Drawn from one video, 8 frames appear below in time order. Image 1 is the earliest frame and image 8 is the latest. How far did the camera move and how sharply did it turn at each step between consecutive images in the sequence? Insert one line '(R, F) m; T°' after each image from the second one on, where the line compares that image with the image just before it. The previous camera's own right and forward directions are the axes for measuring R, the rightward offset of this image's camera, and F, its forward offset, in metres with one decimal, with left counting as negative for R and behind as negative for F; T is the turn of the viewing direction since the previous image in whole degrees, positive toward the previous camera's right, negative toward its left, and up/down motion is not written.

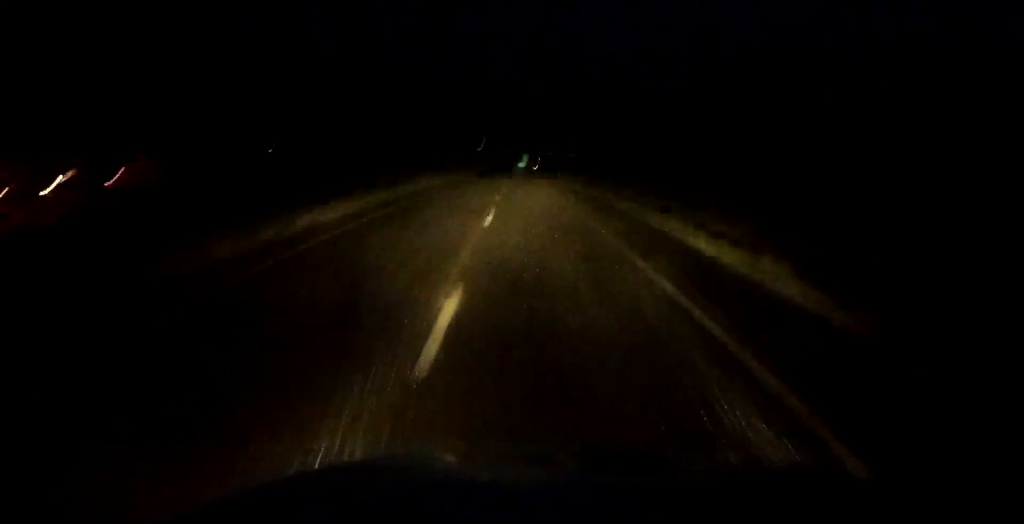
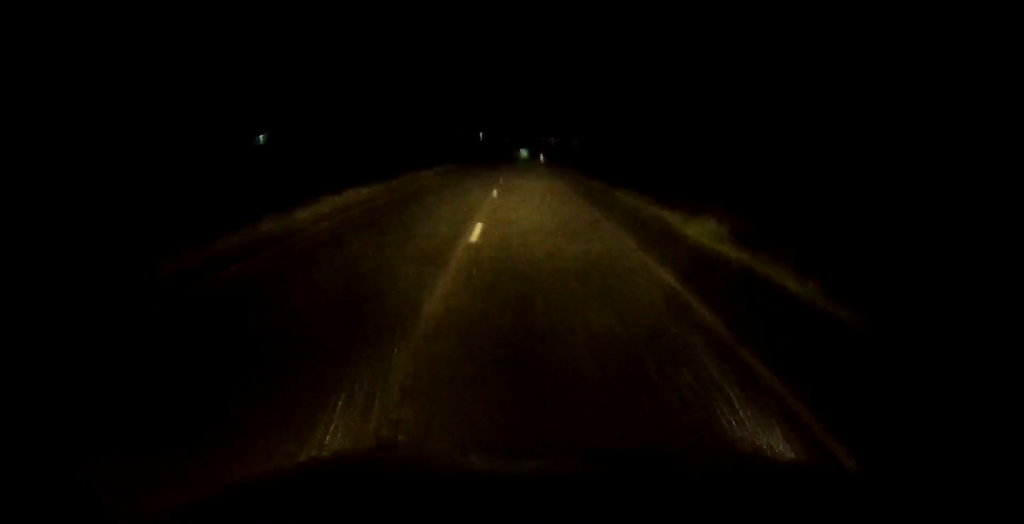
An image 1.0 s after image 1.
(0.0, +29.9) m; 0°
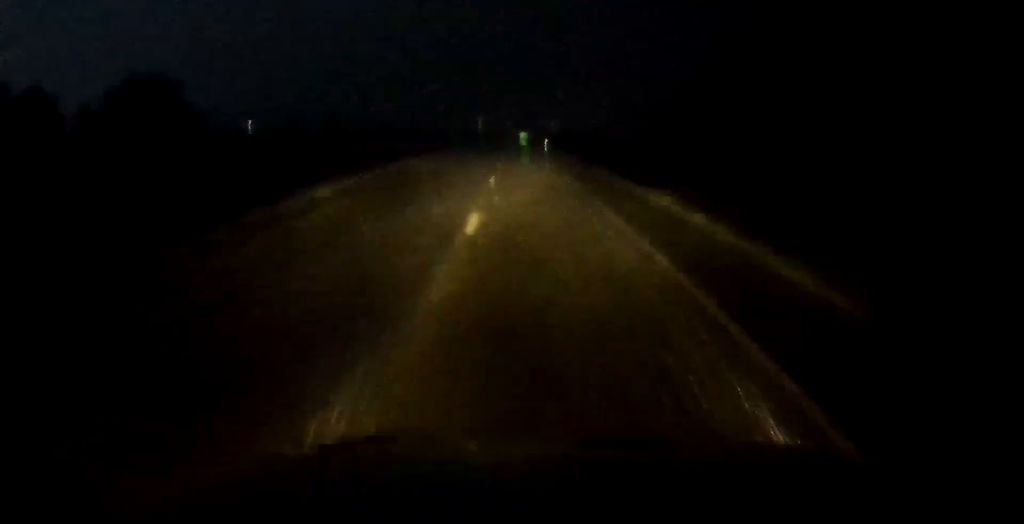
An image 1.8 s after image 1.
(0.0, +25.3) m; 0°
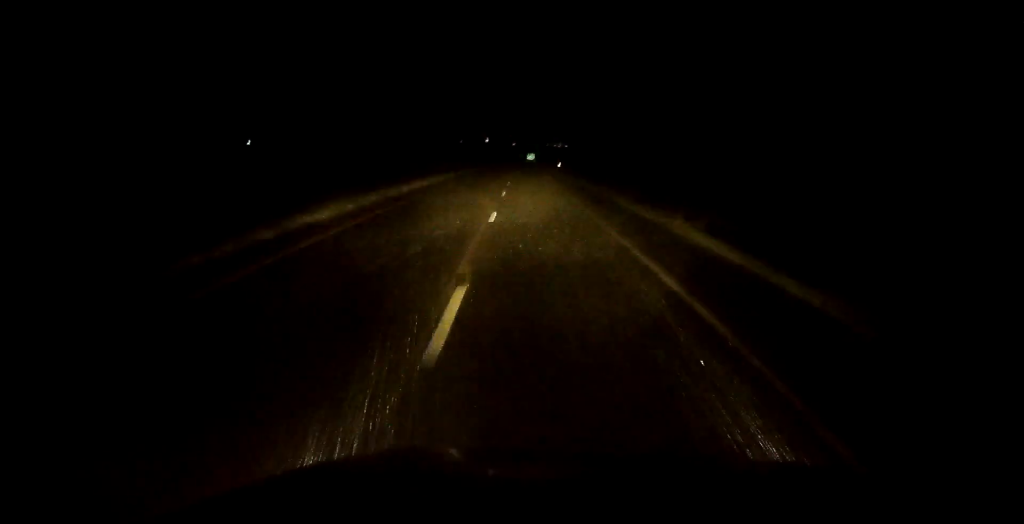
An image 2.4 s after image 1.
(0.0, +18.5) m; 0°
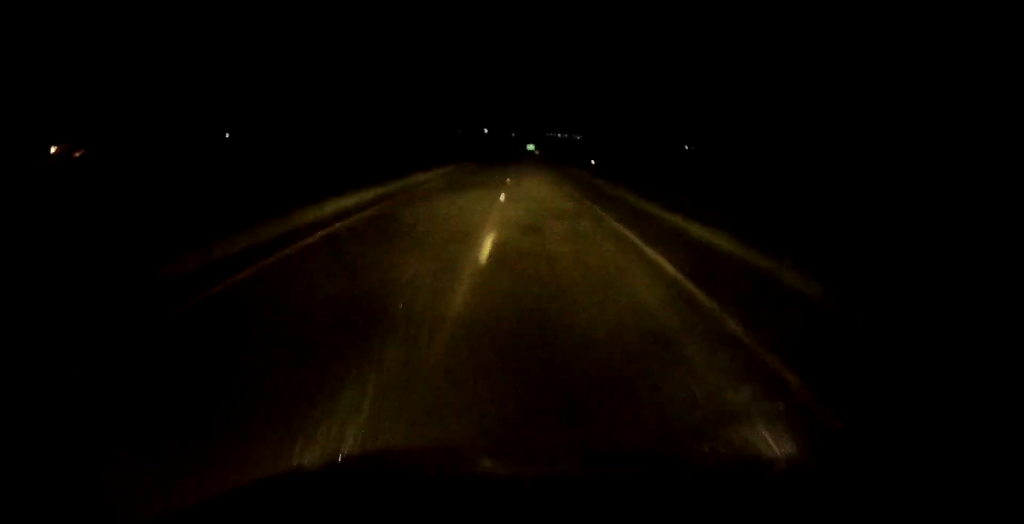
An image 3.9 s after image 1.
(0.0, +44.4) m; 0°
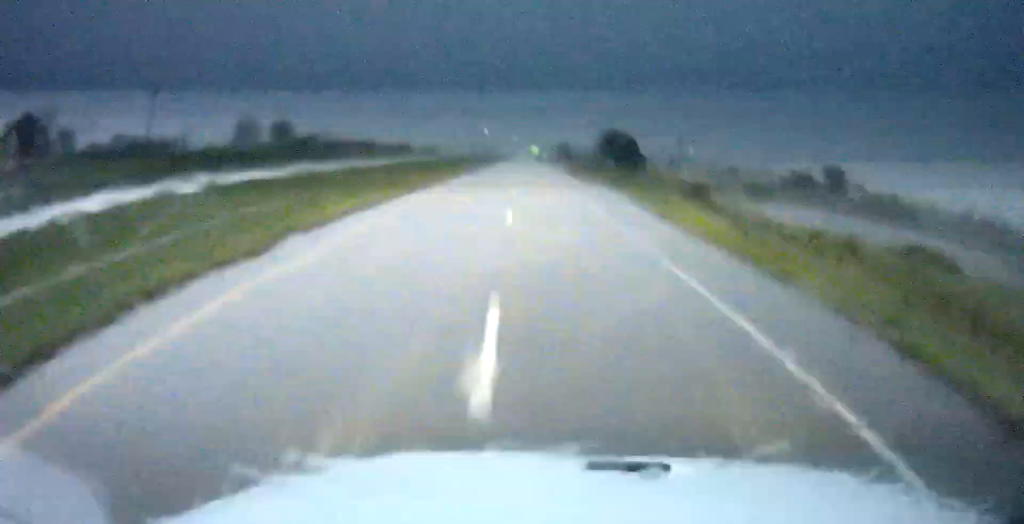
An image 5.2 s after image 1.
(-0.1, +43.1) m; 0°
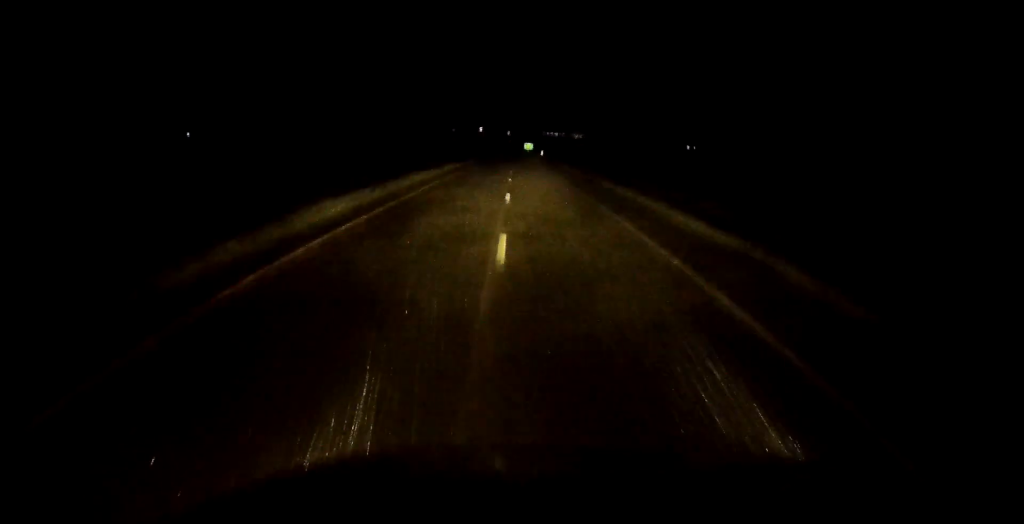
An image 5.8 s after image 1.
(+0.1, +19.0) m; 0°
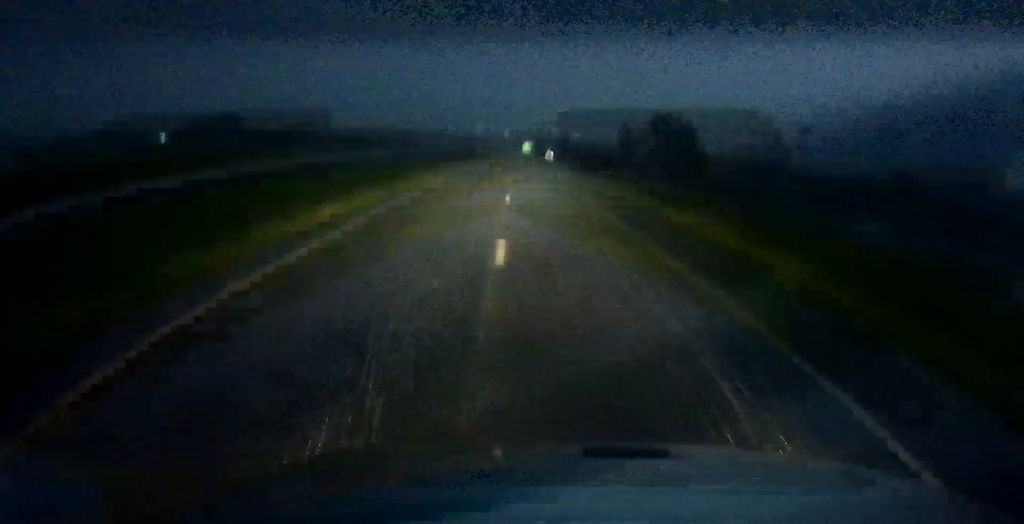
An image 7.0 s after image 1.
(+0.1, +37.1) m; 0°
